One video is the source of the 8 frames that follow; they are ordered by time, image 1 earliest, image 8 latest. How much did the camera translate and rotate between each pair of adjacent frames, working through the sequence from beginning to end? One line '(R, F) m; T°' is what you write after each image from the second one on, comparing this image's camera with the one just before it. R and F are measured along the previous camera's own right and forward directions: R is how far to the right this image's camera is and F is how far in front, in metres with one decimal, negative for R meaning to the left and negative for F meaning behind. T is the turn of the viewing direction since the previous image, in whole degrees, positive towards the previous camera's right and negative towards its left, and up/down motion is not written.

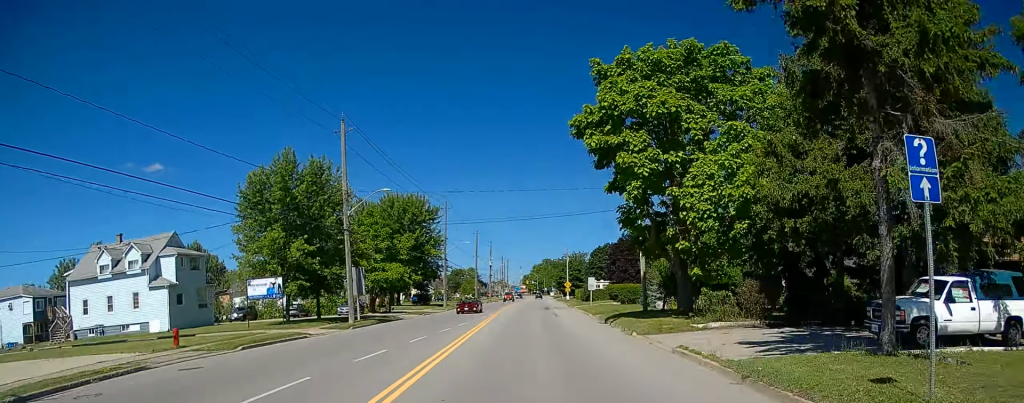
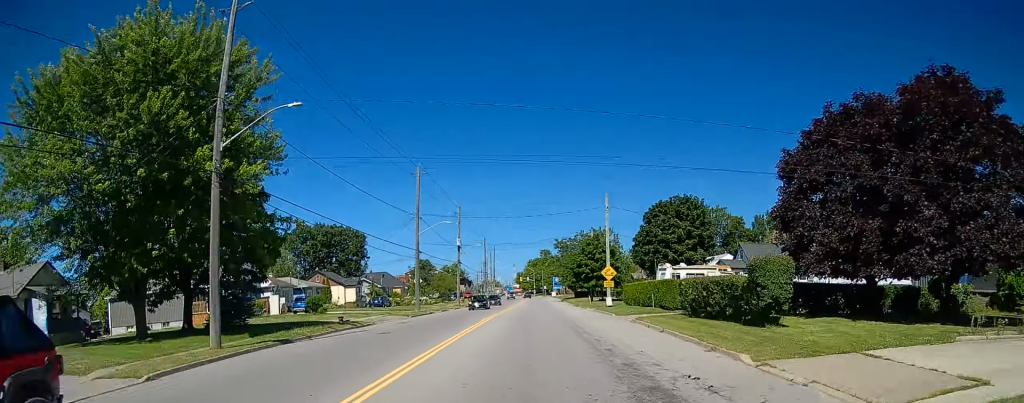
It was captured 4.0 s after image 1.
(+0.5, +61.2) m; +1°
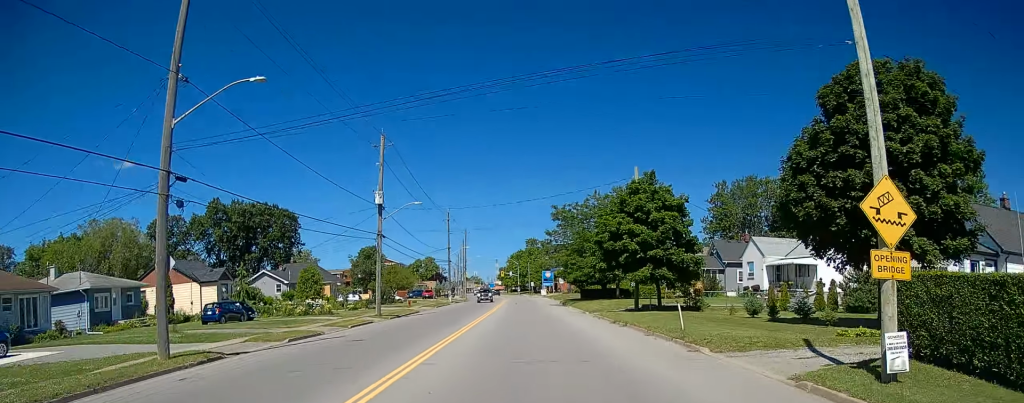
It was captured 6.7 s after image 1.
(+0.2, +43.4) m; 0°
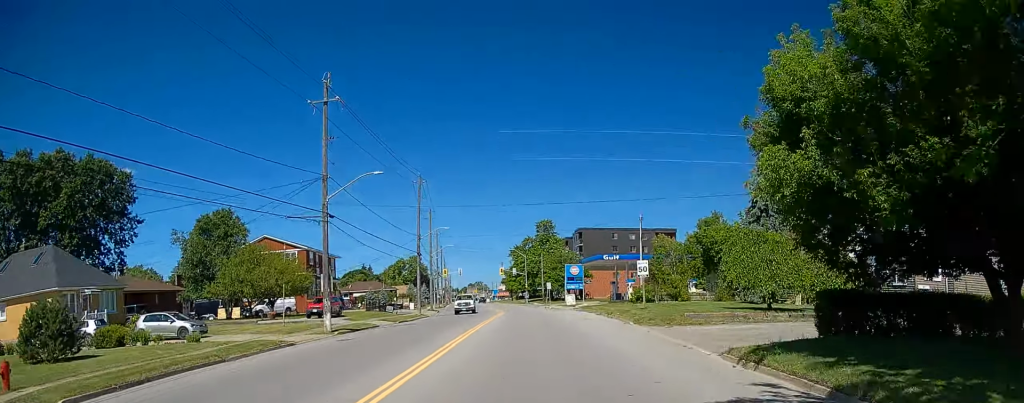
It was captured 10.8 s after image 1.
(-0.5, +65.3) m; -2°
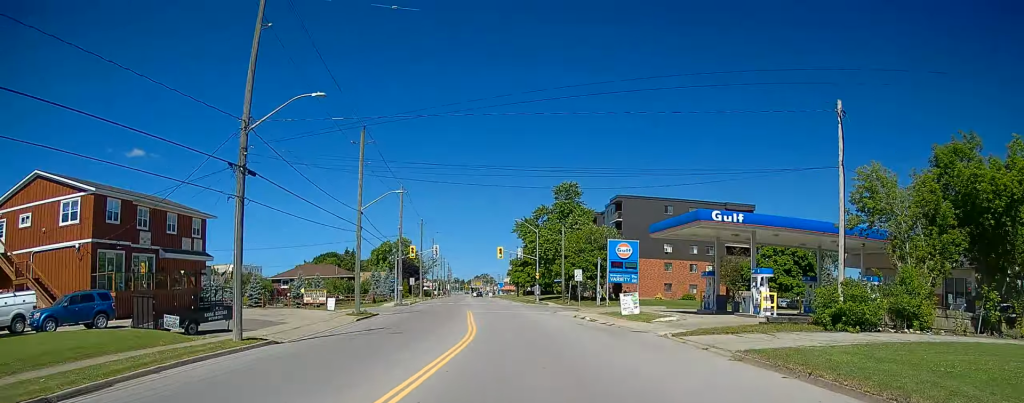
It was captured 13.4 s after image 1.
(+0.1, +41.9) m; -2°
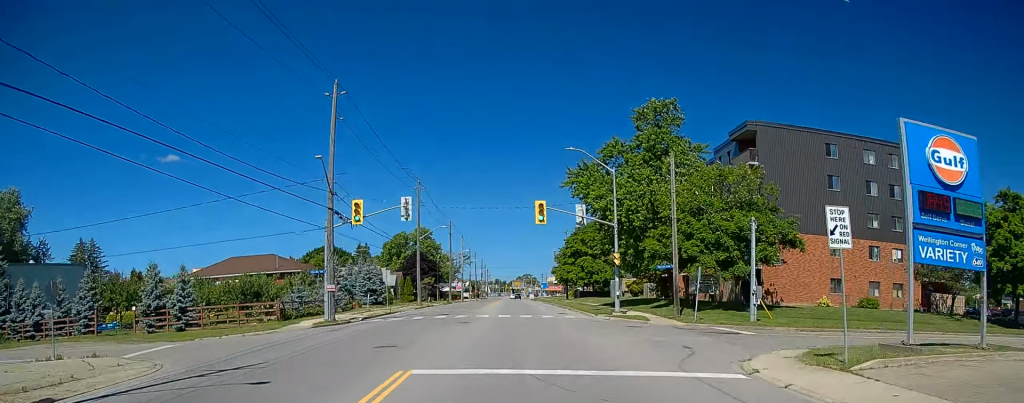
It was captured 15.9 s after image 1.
(-1.1, +40.6) m; -1°
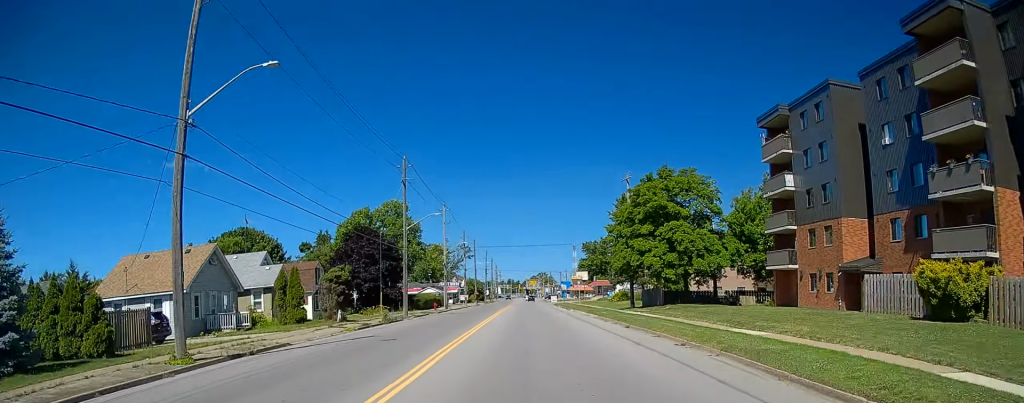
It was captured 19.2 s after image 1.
(-1.0, +54.1) m; -1°
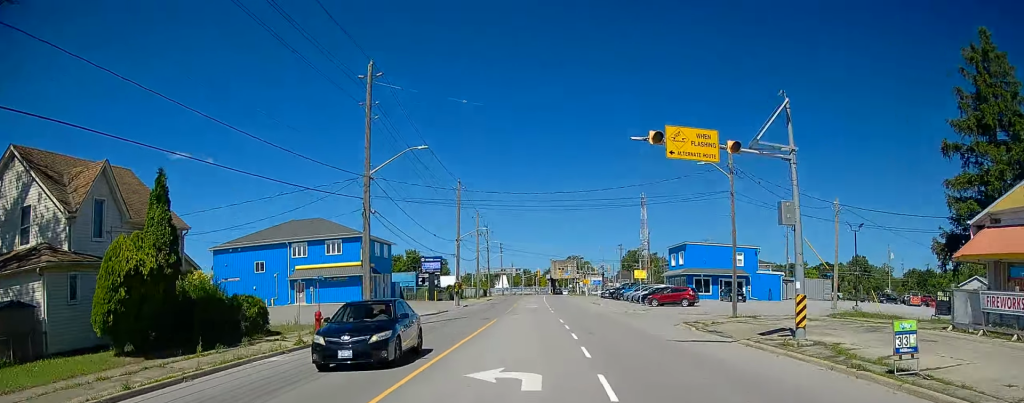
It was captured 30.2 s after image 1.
(-2.7, +164.6) m; -1°
